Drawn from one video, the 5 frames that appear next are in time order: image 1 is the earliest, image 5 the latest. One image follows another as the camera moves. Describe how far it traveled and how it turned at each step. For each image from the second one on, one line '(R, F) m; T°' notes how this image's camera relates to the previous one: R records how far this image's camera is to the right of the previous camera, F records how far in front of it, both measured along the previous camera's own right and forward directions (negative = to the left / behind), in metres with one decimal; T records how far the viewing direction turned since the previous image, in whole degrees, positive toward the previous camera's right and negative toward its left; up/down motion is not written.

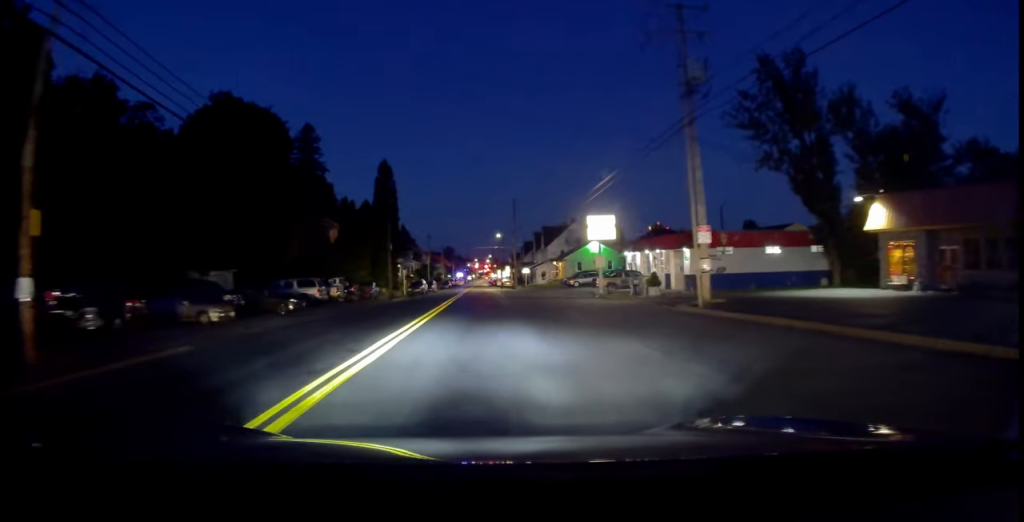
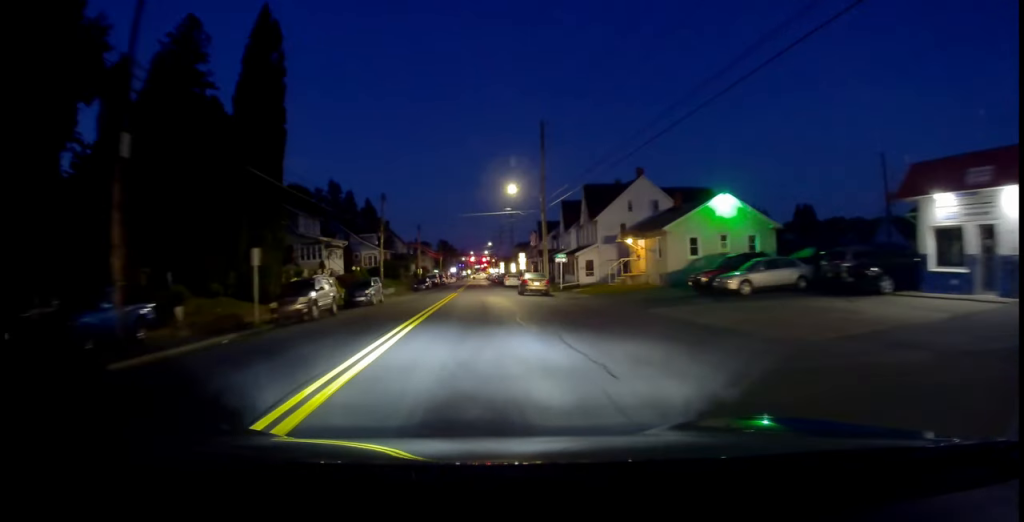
(+0.6, +40.6) m; +2°
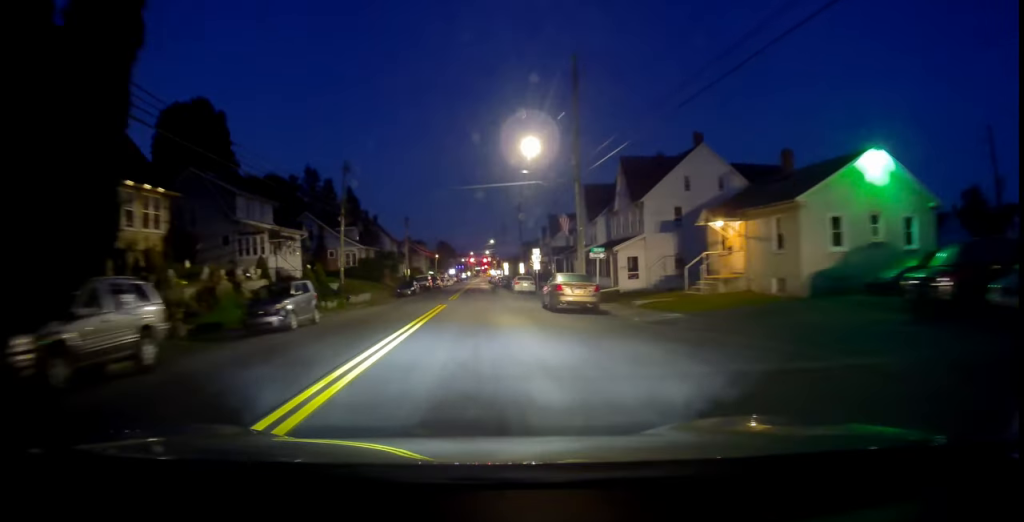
(+0.3, +15.1) m; +1°
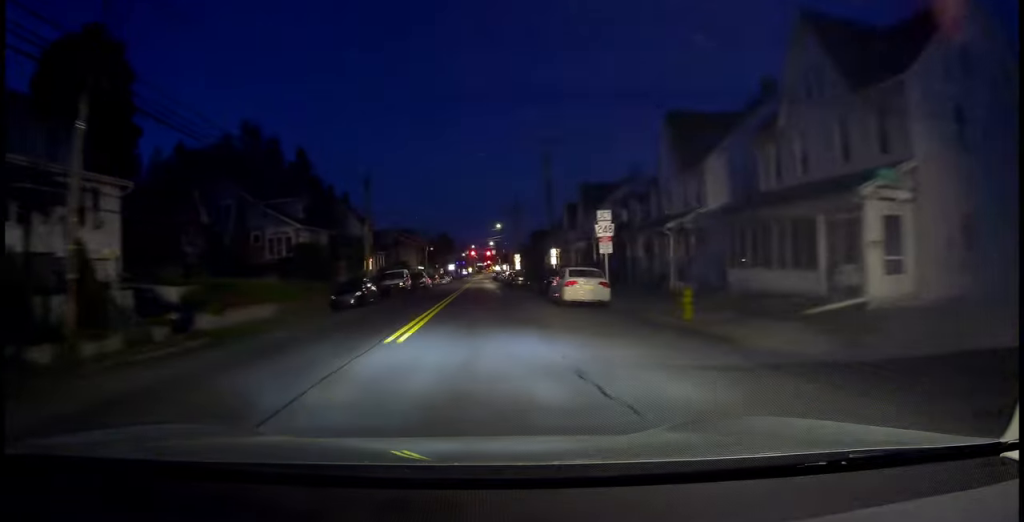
(-1.2, +26.0) m; -3°
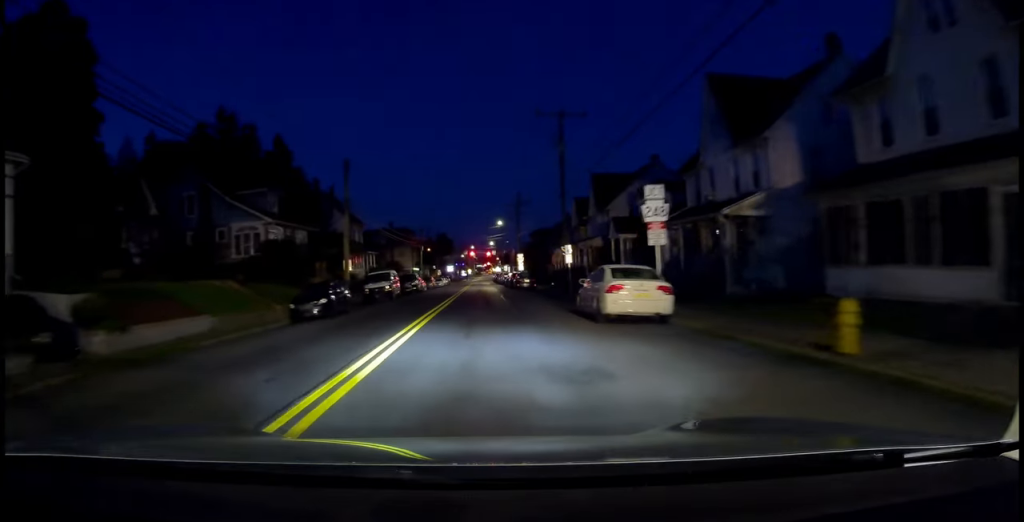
(+0.1, +6.9) m; +1°
